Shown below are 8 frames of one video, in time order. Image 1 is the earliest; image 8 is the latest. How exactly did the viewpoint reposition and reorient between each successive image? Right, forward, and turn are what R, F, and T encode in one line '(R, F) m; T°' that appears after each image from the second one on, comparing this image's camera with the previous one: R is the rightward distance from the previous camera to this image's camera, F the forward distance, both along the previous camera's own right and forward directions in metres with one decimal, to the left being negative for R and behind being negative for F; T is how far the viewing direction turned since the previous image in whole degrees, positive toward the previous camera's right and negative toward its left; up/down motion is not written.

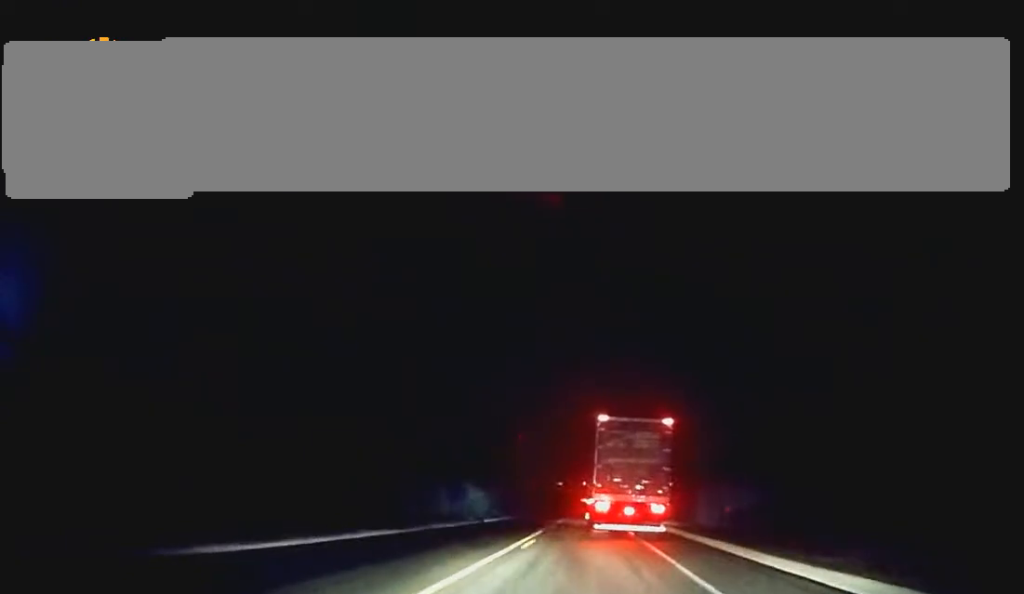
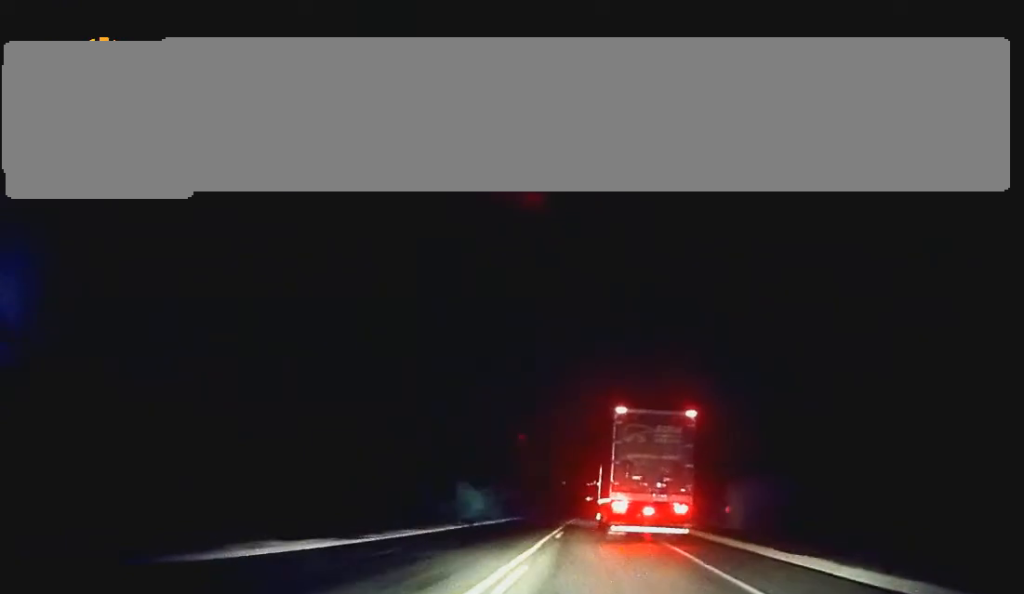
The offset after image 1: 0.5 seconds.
(0.0, +10.4) m; -1°
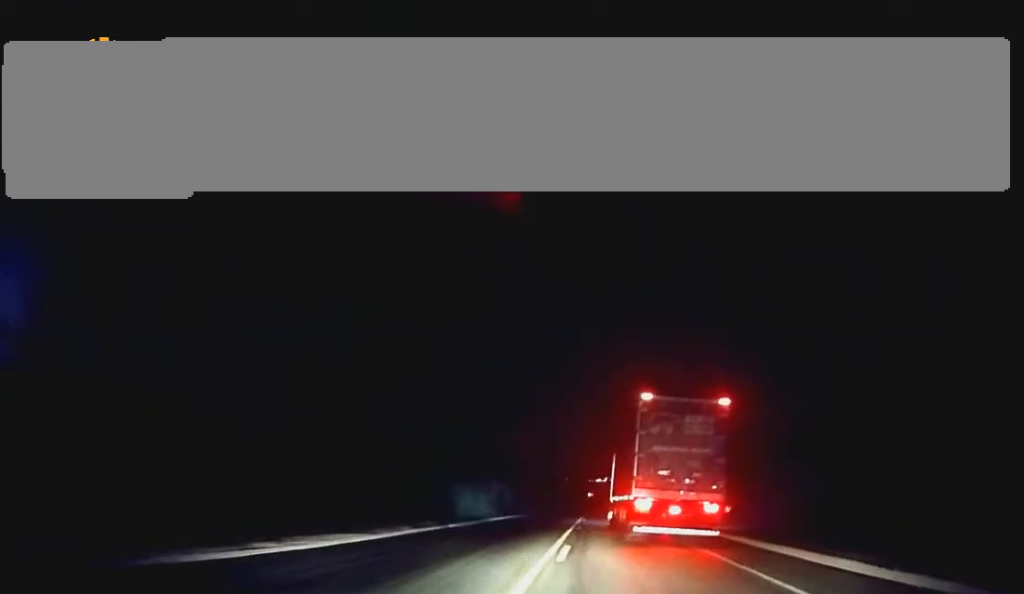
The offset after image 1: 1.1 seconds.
(-0.1, +12.2) m; 0°
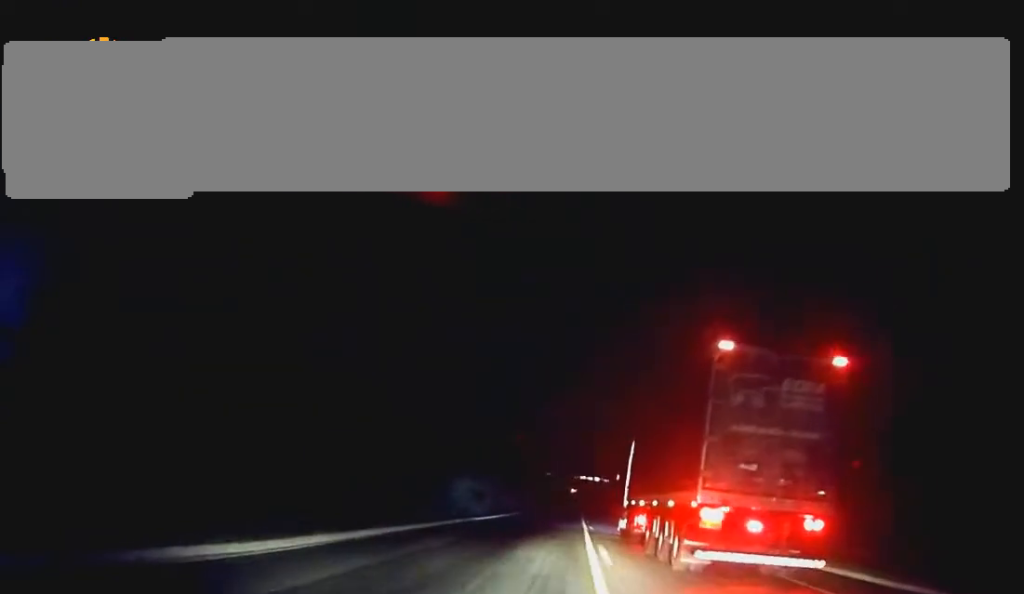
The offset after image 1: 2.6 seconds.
(+0.3, +34.1) m; +1°
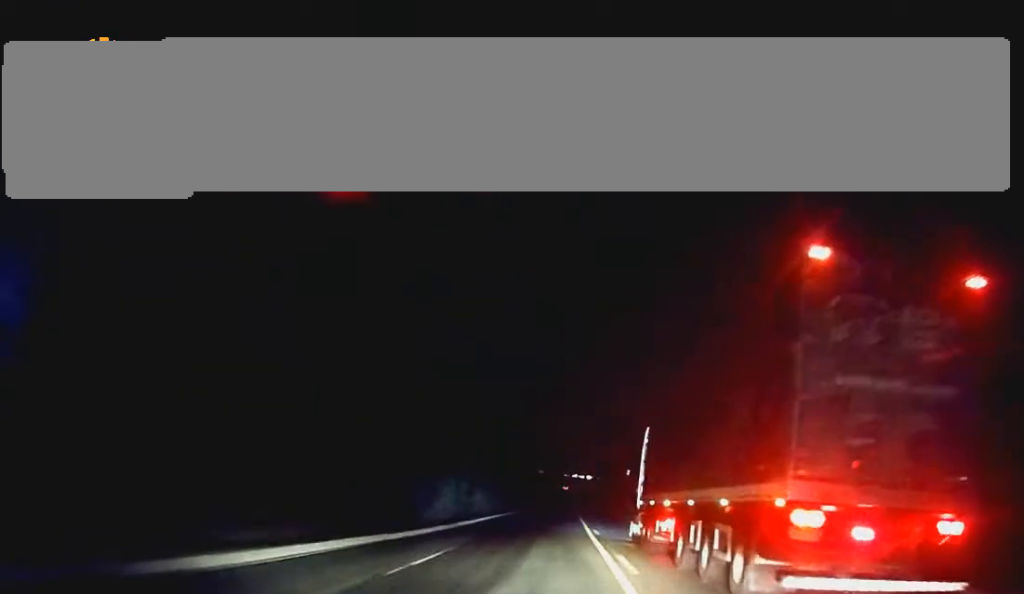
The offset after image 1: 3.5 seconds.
(+0.1, +20.9) m; 0°
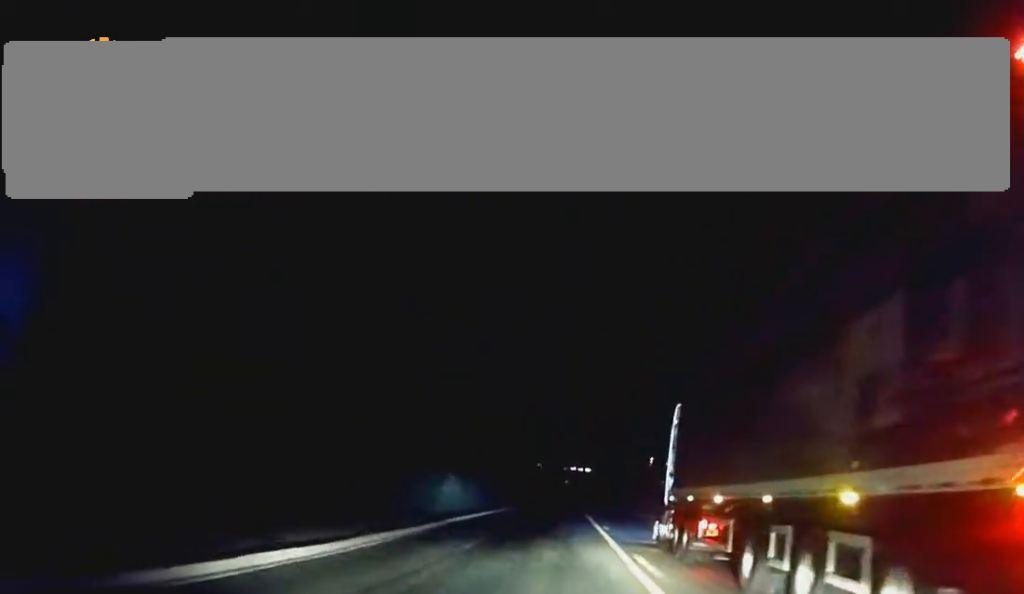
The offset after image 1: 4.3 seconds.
(-0.1, +18.2) m; 0°
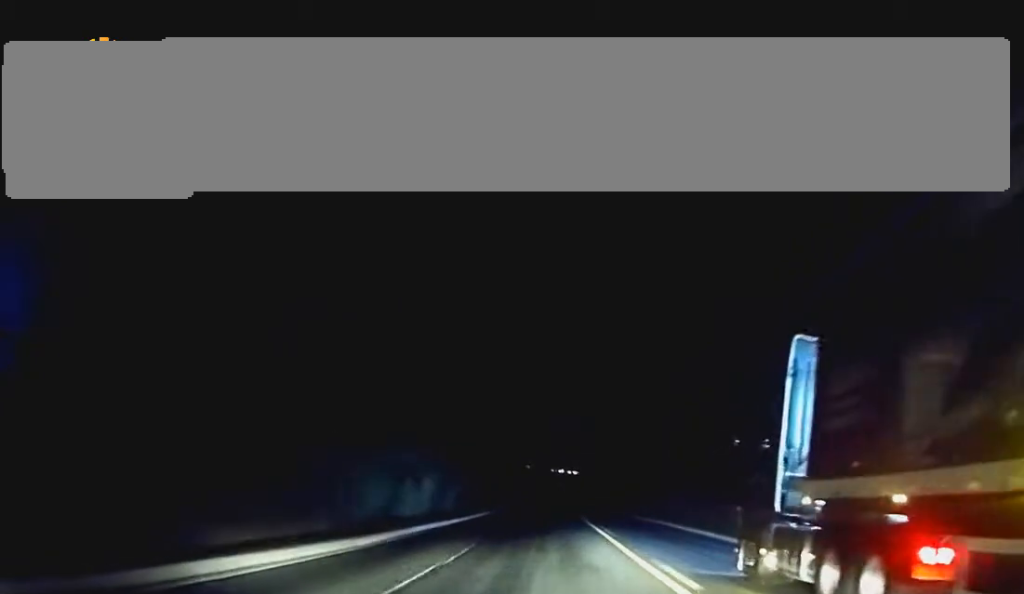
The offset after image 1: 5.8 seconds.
(+0.3, +36.5) m; +1°
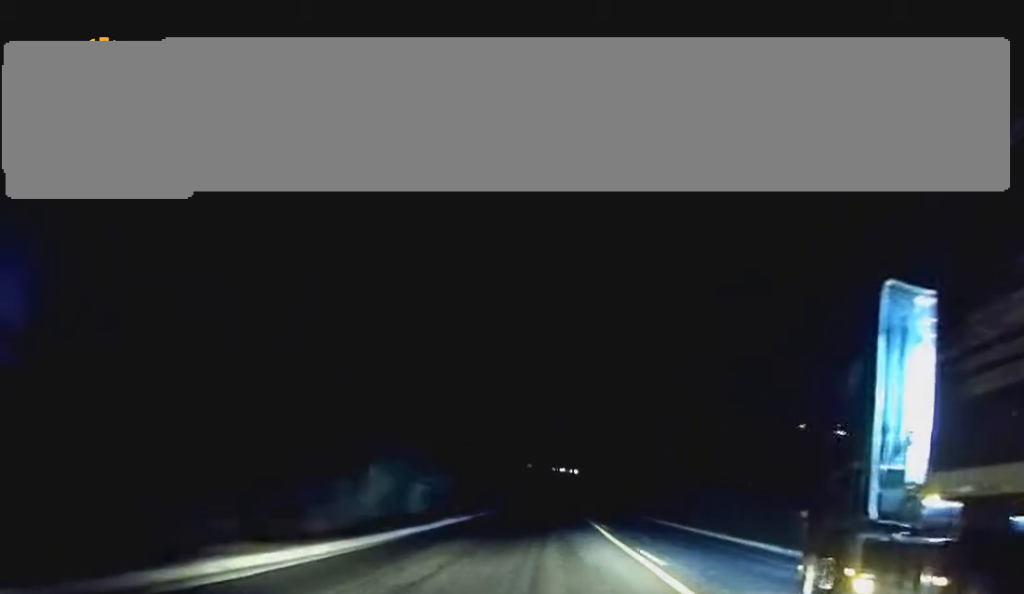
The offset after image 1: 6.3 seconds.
(-0.1, +13.1) m; 0°
